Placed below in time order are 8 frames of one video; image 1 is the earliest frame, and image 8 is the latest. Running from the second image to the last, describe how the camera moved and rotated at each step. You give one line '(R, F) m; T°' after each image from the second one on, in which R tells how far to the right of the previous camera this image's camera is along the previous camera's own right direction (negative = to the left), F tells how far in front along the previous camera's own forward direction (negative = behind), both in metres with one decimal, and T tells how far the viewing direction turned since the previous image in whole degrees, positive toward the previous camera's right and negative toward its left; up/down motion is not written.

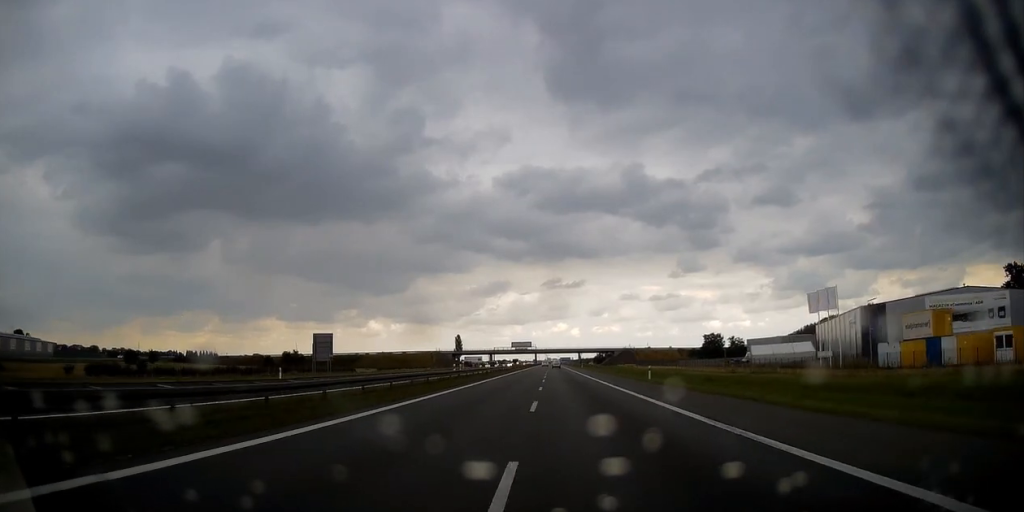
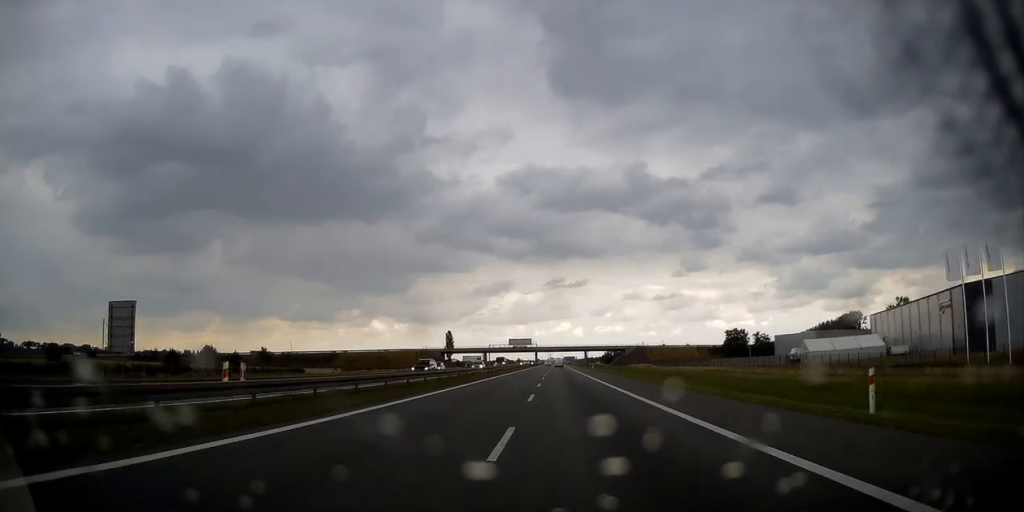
(+0.3, +32.1) m; 0°
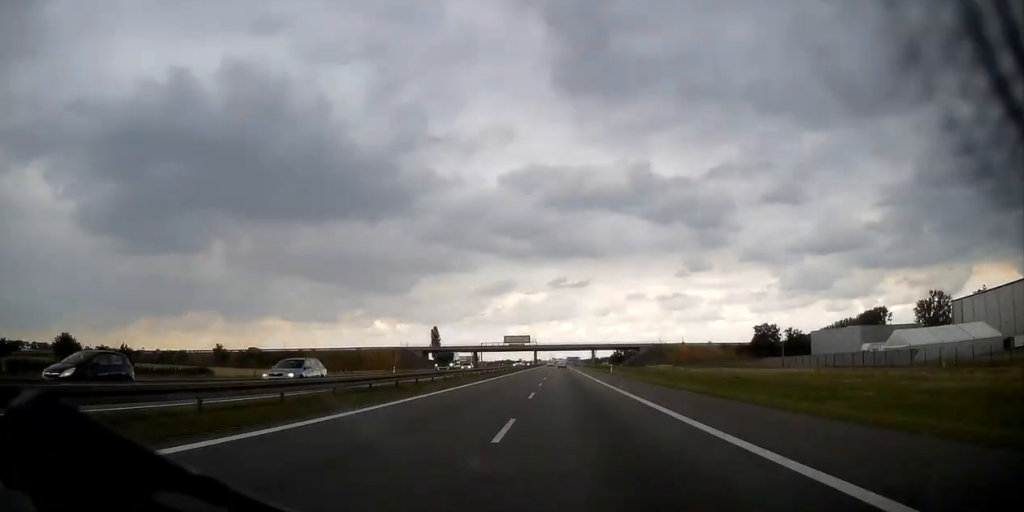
(0.0, +34.3) m; -1°
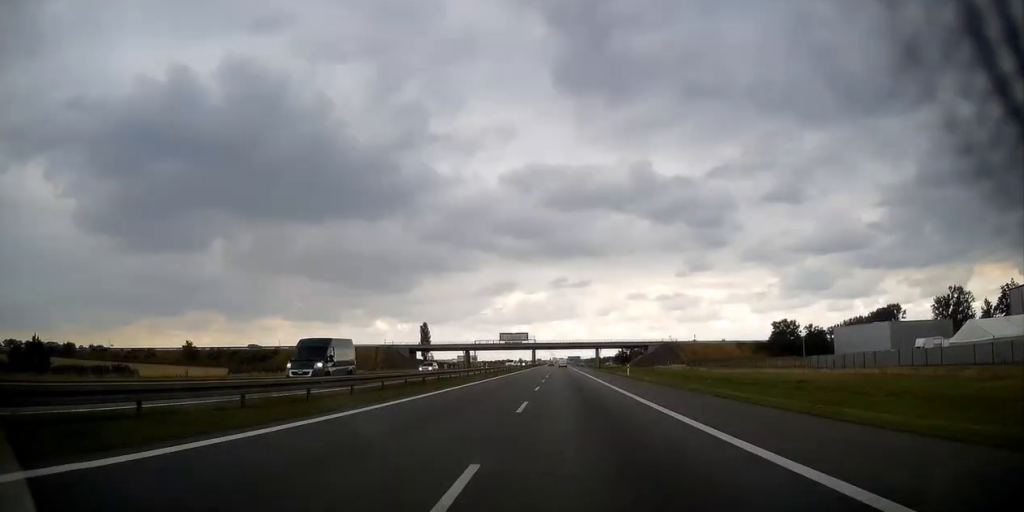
(-0.2, +18.2) m; 0°
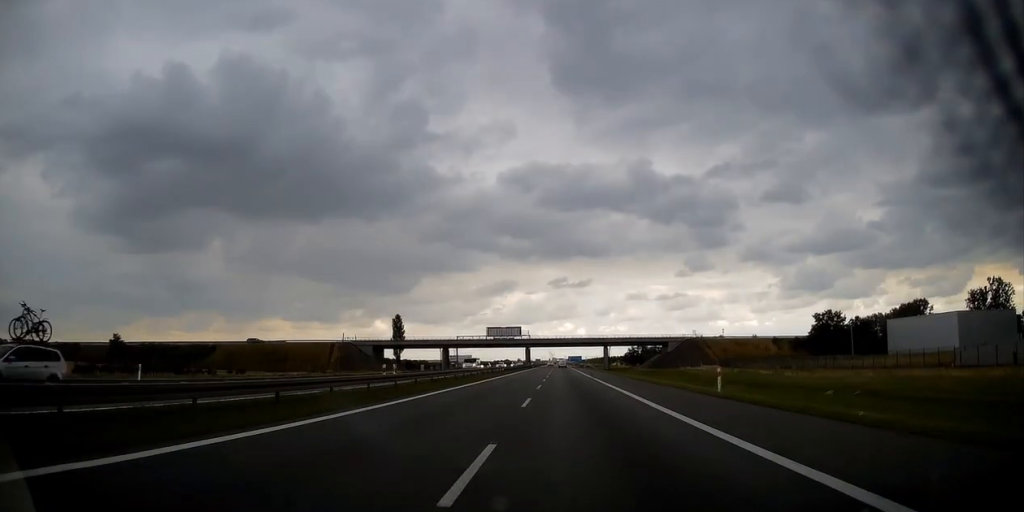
(-0.1, +34.1) m; 0°
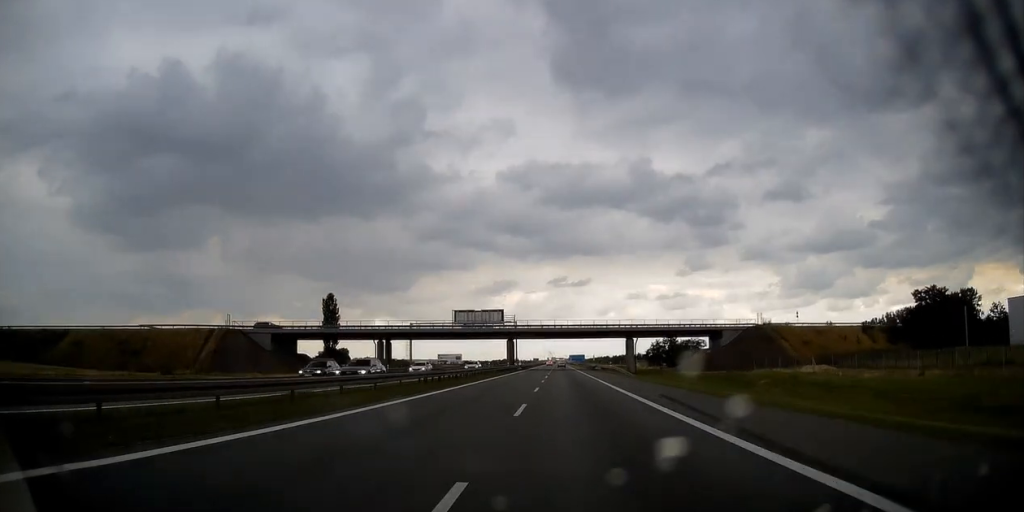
(0.0, +51.1) m; 0°
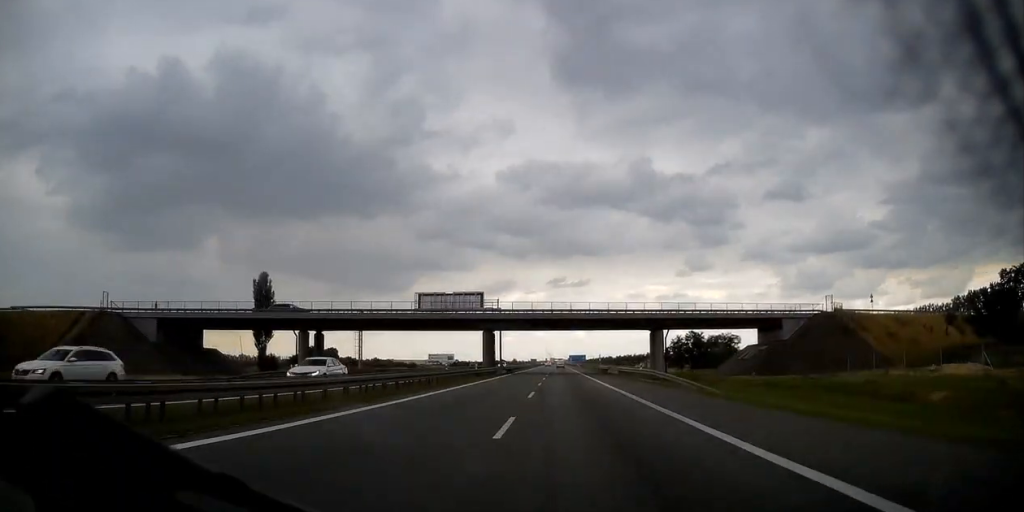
(+0.1, +28.3) m; 0°
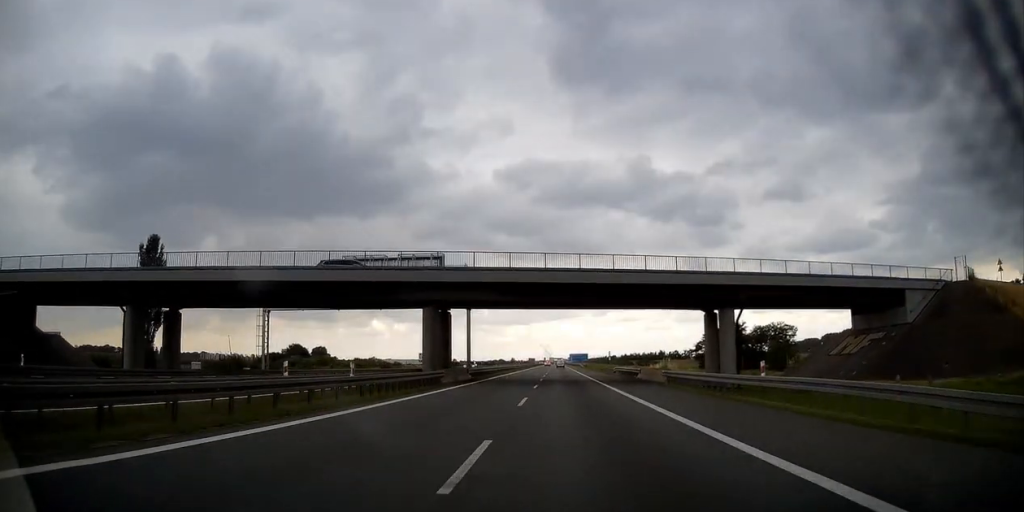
(0.0, +28.3) m; 0°
